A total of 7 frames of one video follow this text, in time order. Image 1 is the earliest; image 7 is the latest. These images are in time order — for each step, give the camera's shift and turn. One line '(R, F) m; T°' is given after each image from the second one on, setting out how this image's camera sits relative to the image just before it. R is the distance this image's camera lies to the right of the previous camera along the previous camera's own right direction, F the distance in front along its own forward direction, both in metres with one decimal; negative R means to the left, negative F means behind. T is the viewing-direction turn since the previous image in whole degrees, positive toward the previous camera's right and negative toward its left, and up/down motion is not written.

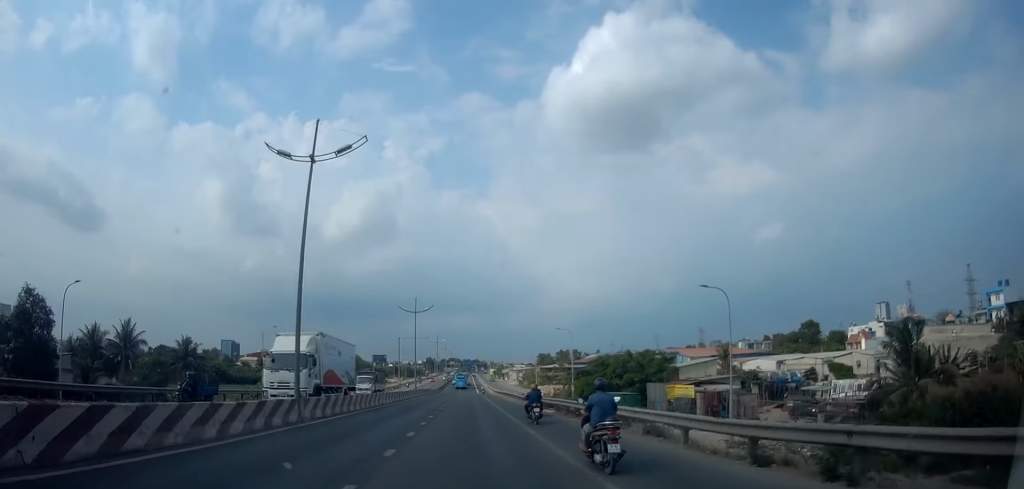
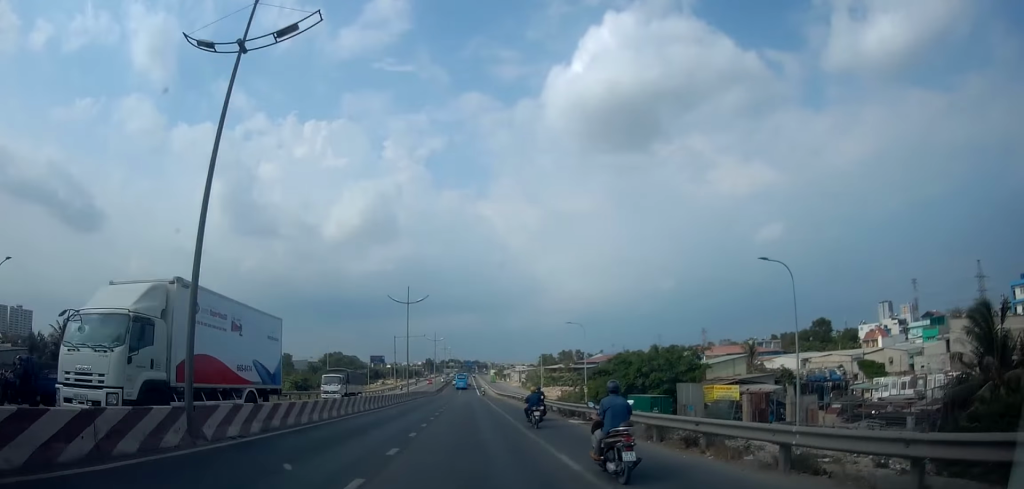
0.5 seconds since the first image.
(+0.4, +7.7) m; 0°
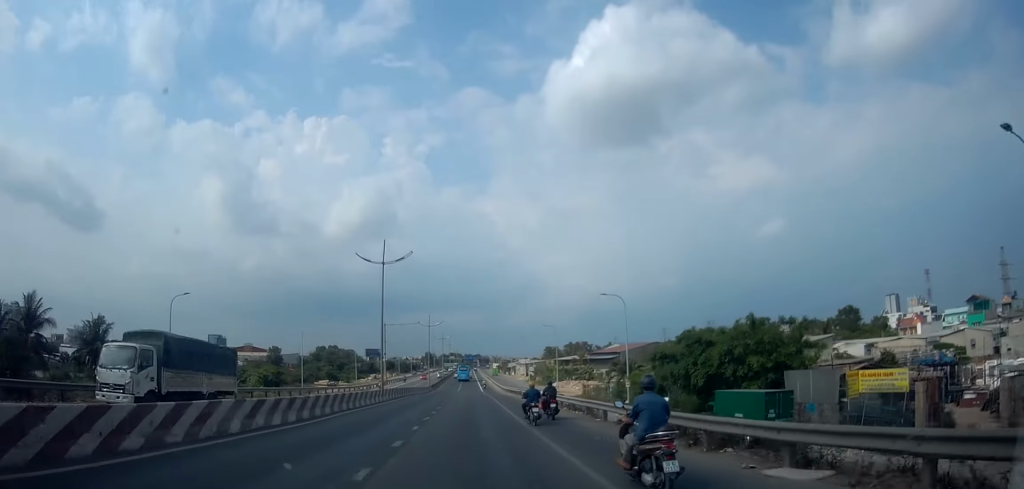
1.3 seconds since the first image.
(-0.5, +14.9) m; -2°
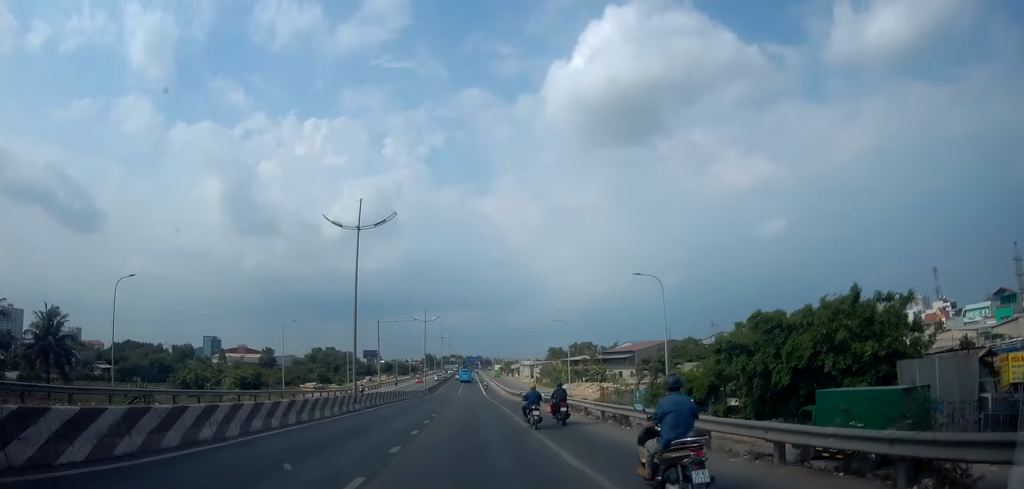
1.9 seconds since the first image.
(-0.1, +8.9) m; -1°
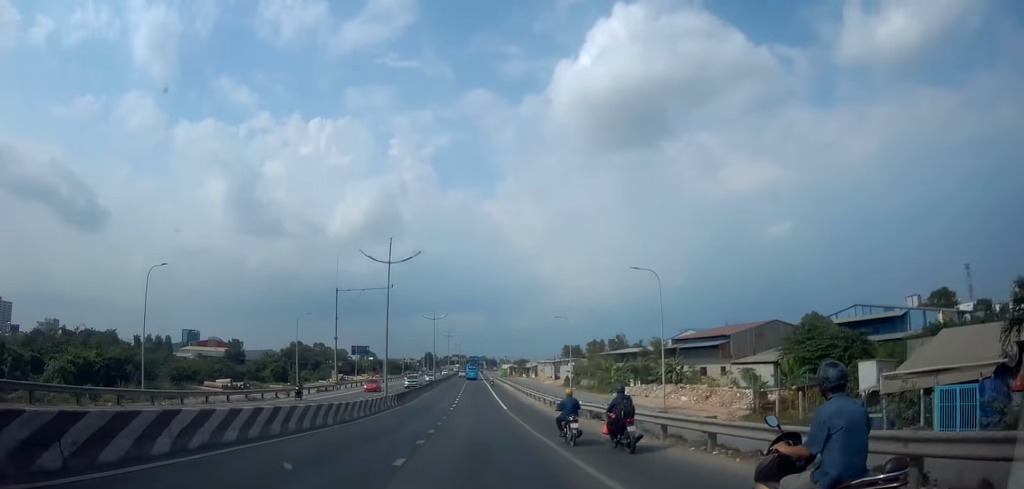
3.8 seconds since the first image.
(+0.2, +33.1) m; +3°
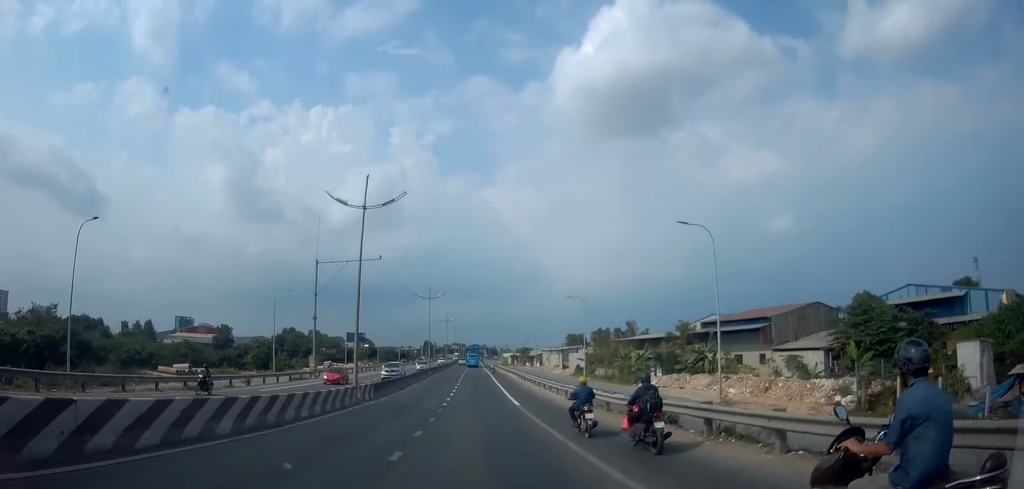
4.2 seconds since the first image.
(+0.4, +8.6) m; 0°
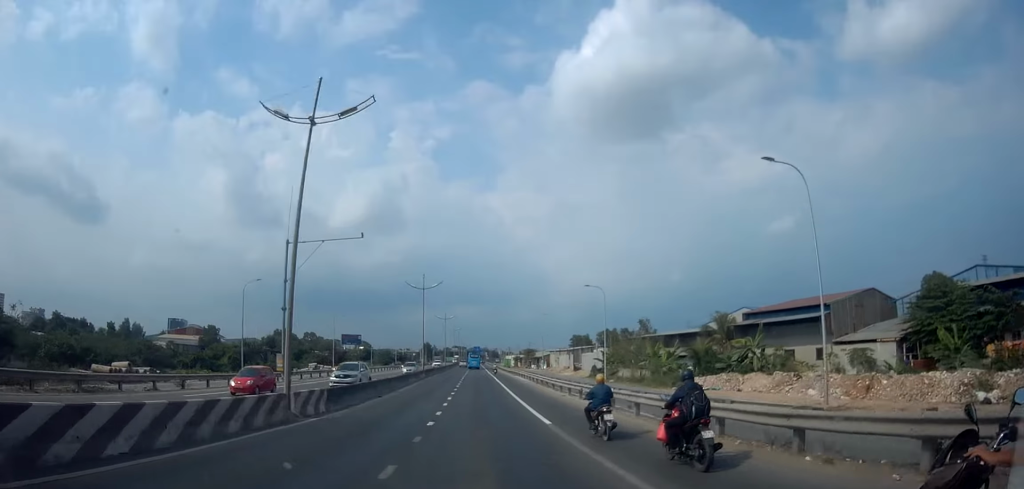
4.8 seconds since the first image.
(+0.1, +9.8) m; -1°
